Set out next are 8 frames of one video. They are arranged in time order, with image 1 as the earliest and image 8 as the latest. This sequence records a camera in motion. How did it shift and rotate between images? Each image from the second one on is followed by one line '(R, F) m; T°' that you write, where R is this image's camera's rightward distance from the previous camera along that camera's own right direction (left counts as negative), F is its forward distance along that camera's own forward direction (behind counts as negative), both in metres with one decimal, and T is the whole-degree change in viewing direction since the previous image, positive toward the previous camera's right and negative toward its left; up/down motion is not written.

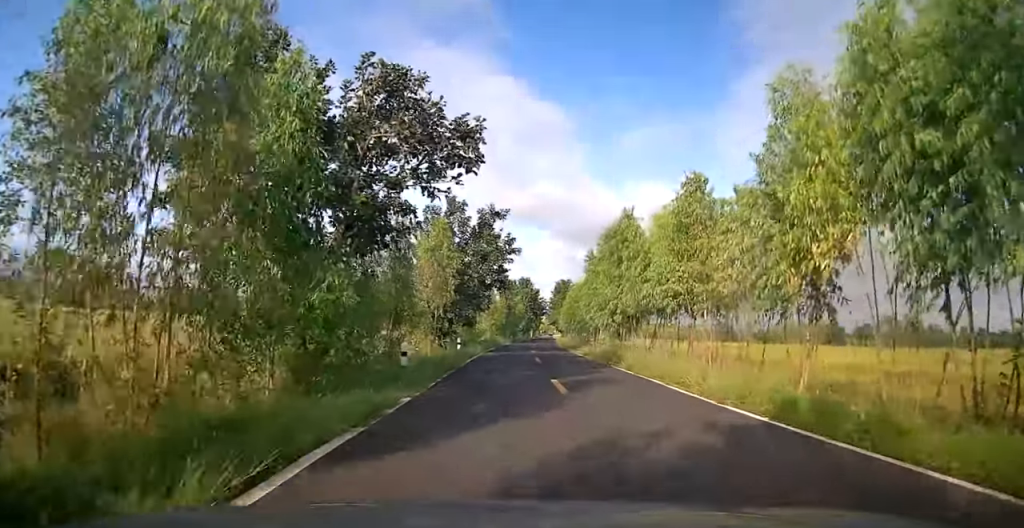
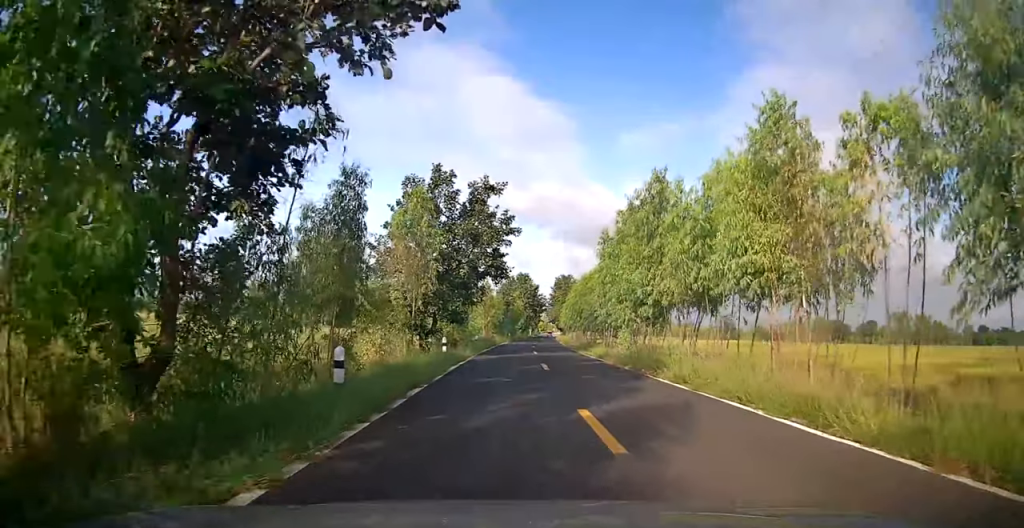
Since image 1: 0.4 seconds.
(+0.1, +6.1) m; 0°
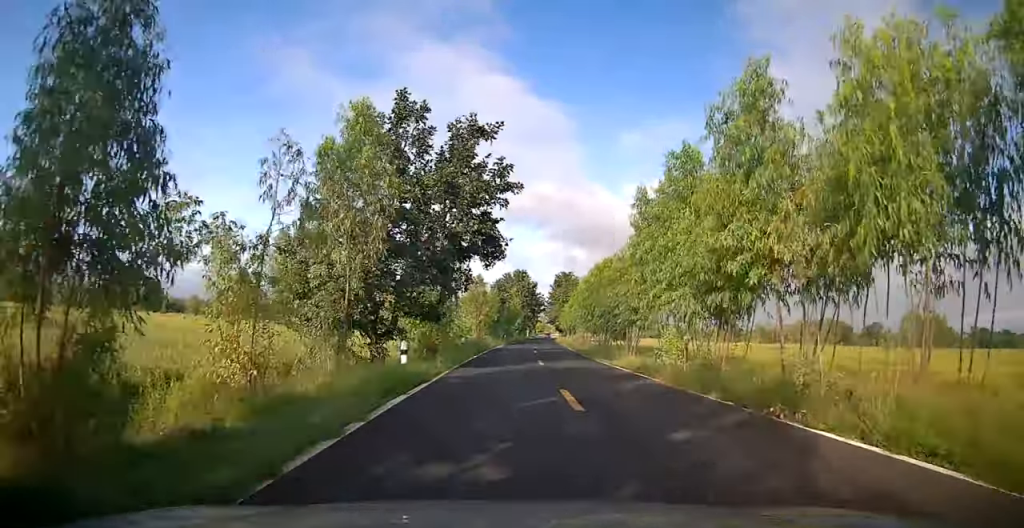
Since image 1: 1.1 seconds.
(+0.1, +8.8) m; 0°
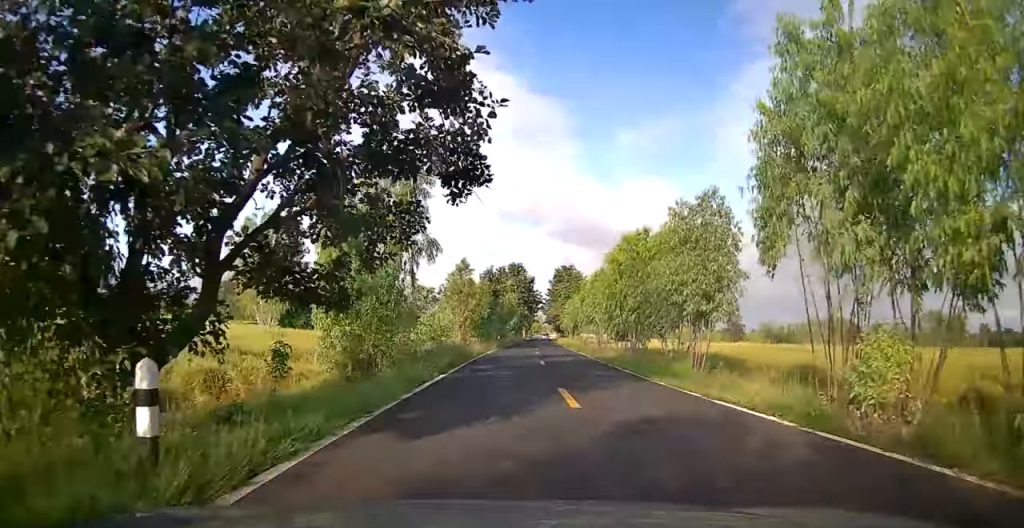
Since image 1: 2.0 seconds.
(-0.1, +11.9) m; +1°
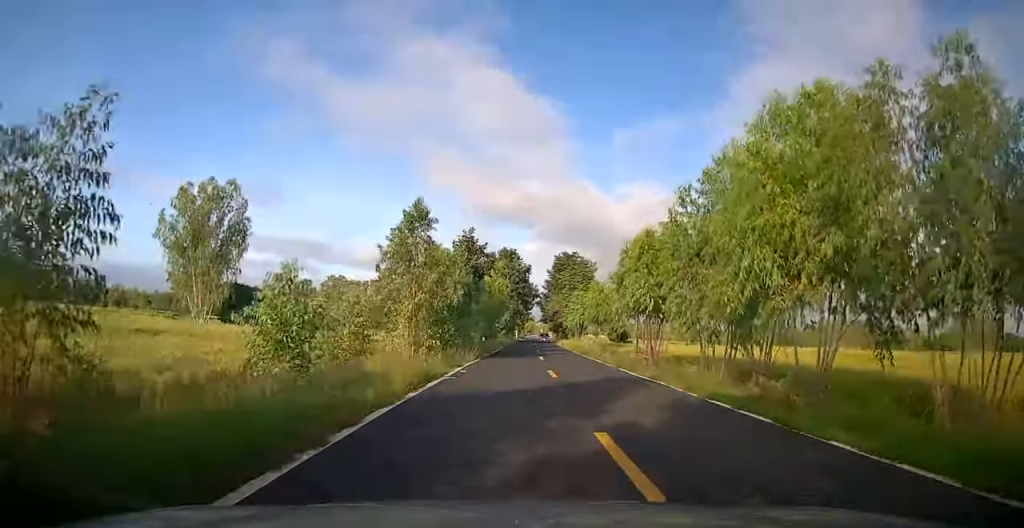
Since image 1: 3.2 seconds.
(+0.4, +17.6) m; +2°
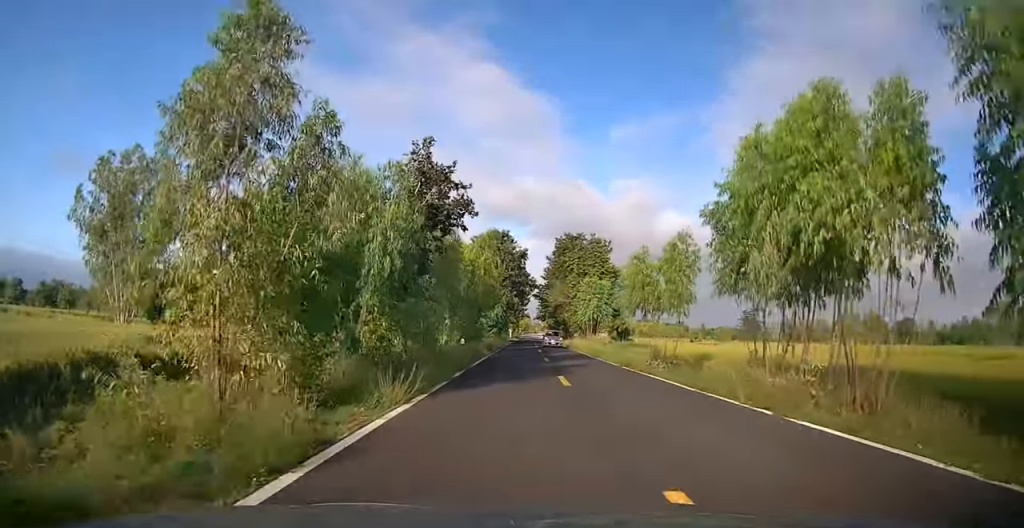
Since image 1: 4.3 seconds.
(+0.1, +15.2) m; 0°
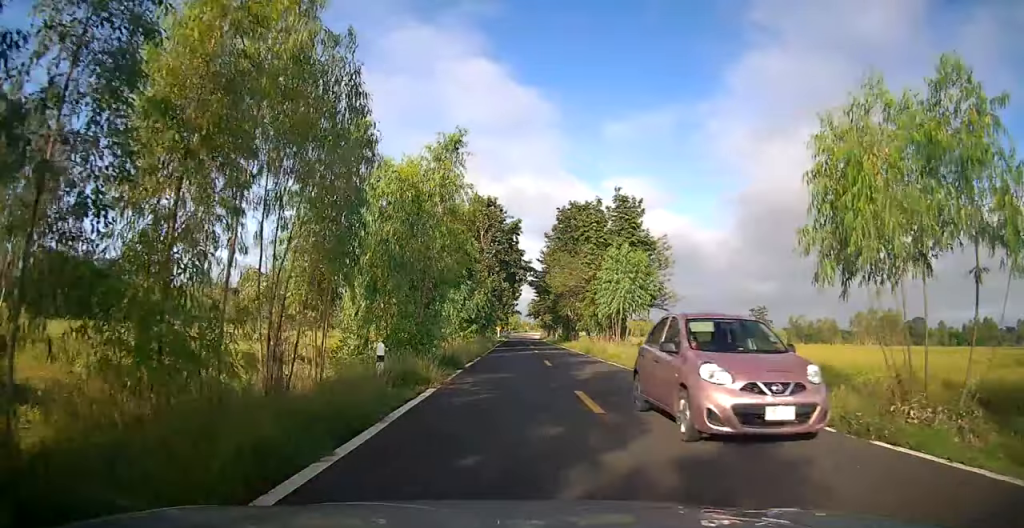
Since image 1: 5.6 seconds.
(0.0, +17.2) m; 0°
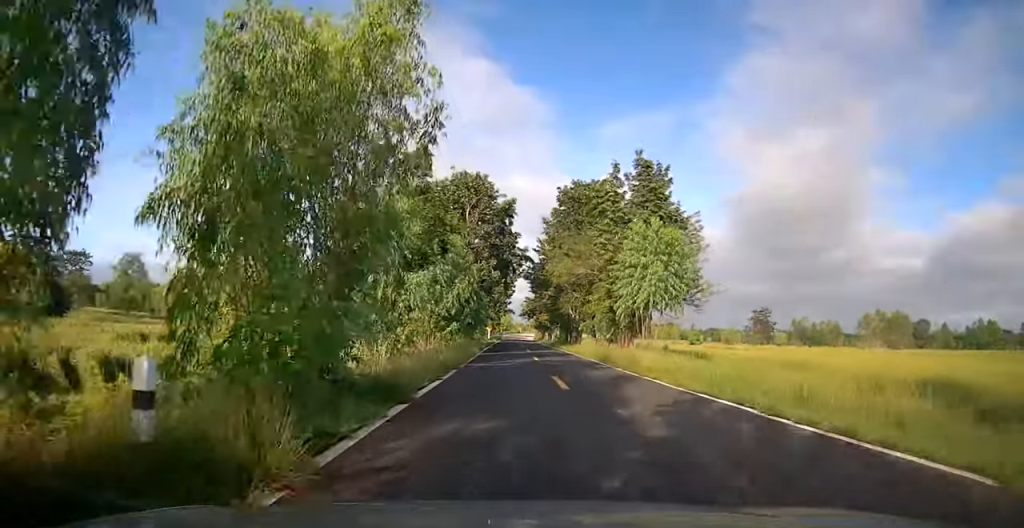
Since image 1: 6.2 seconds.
(0.0, +8.4) m; +1°
